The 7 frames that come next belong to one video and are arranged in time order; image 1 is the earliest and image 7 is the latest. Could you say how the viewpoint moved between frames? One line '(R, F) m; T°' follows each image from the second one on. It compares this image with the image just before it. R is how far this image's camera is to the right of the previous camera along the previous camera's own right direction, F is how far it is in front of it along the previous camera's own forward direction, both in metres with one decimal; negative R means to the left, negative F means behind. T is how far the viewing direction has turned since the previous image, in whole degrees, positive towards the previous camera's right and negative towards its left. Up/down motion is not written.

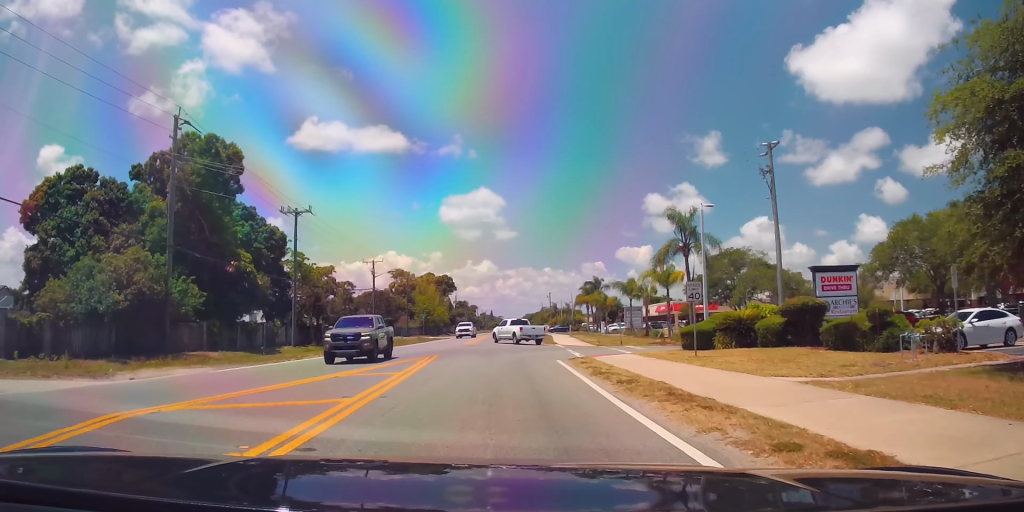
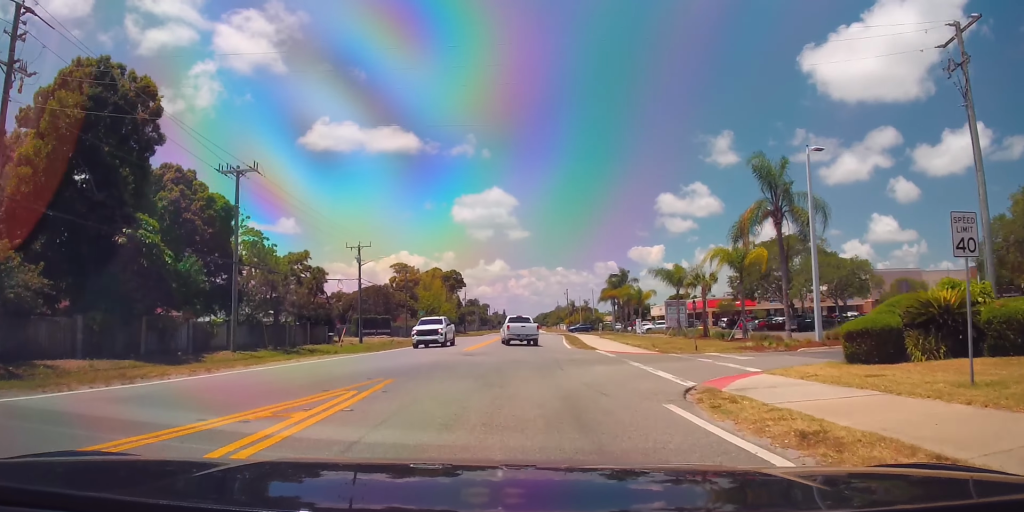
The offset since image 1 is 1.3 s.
(-0.4, +15.1) m; -3°
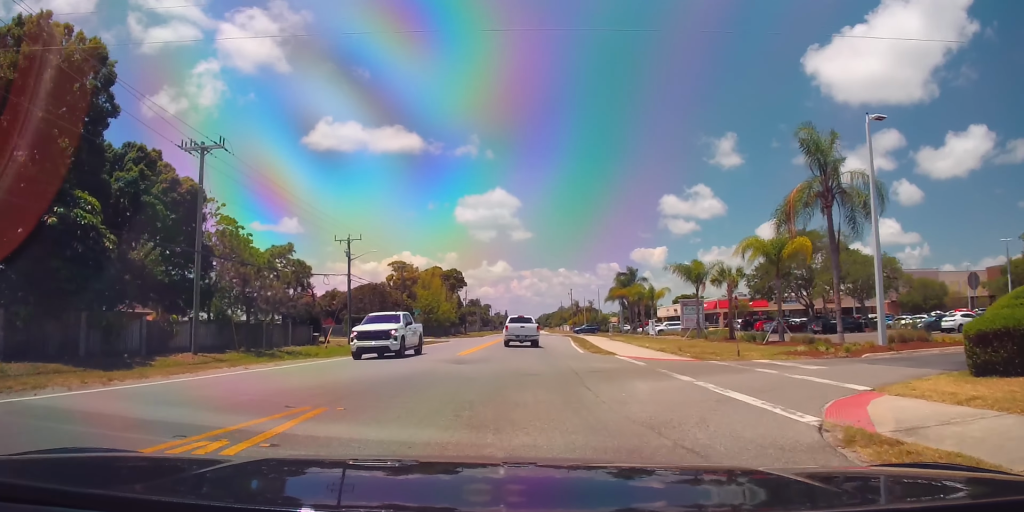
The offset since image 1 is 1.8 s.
(0.0, +5.5) m; +1°
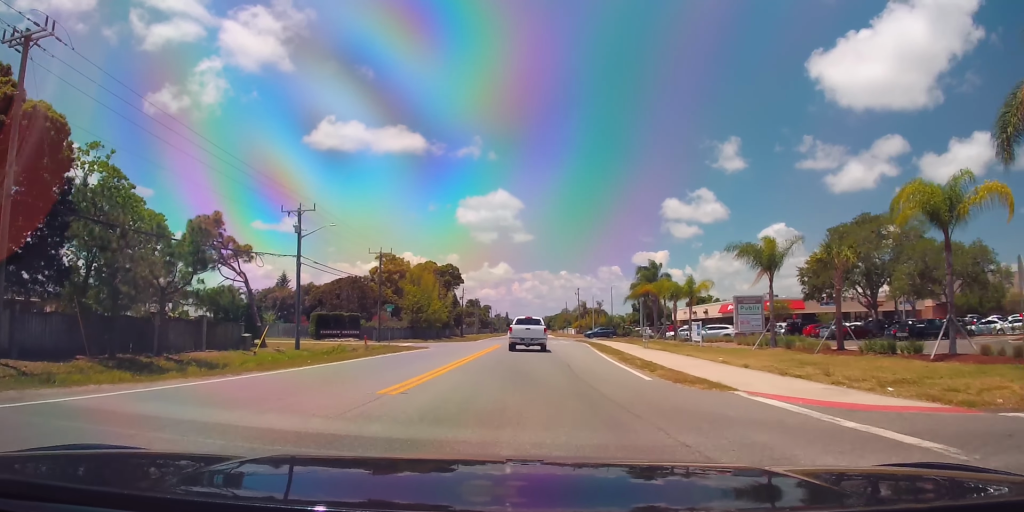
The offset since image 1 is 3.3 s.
(+0.6, +15.6) m; +1°
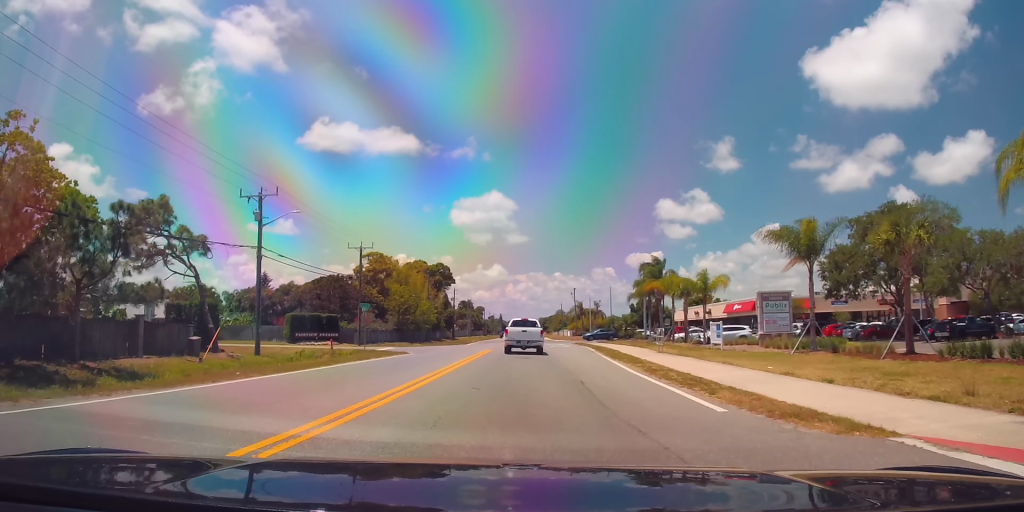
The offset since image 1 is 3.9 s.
(-0.3, +6.3) m; 0°
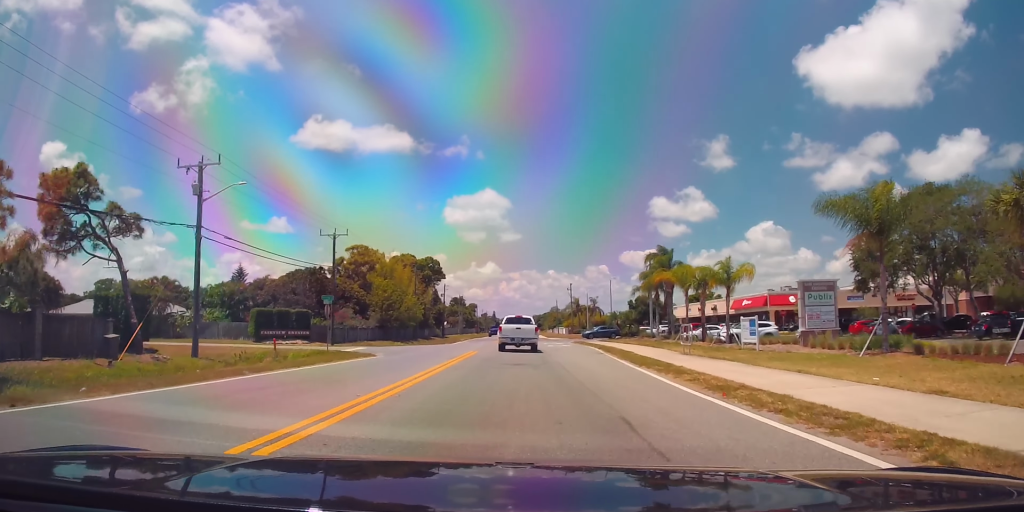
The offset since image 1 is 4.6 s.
(-0.1, +7.3) m; 0°
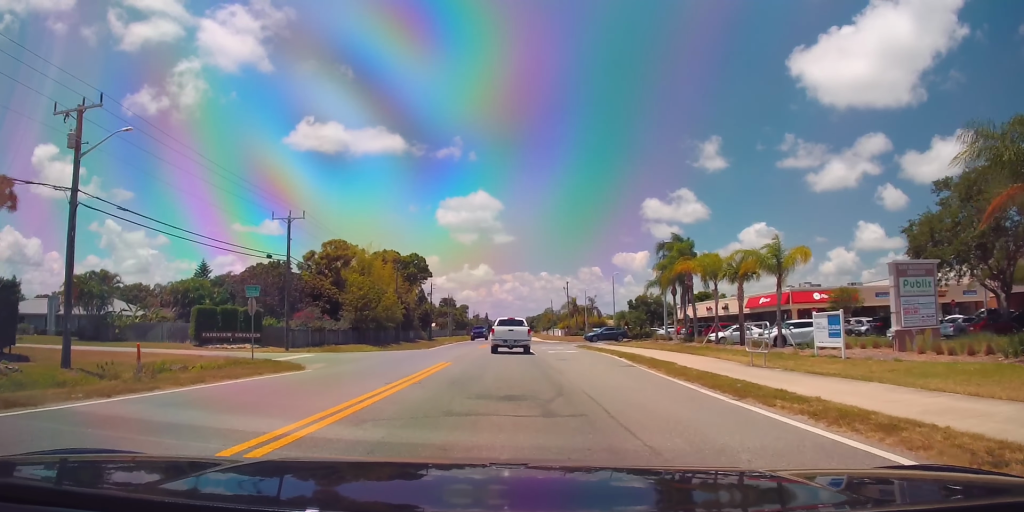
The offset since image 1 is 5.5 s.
(+0.2, +9.8) m; 0°
